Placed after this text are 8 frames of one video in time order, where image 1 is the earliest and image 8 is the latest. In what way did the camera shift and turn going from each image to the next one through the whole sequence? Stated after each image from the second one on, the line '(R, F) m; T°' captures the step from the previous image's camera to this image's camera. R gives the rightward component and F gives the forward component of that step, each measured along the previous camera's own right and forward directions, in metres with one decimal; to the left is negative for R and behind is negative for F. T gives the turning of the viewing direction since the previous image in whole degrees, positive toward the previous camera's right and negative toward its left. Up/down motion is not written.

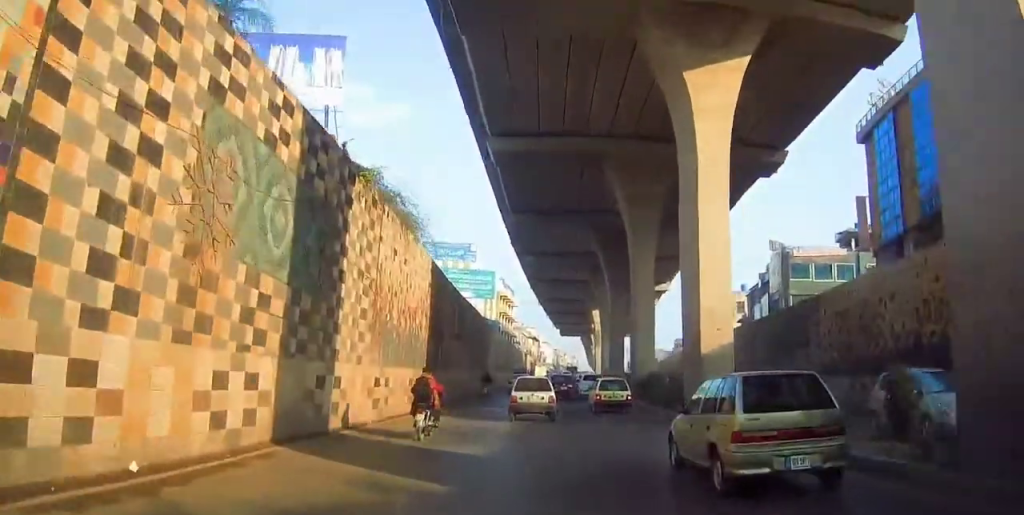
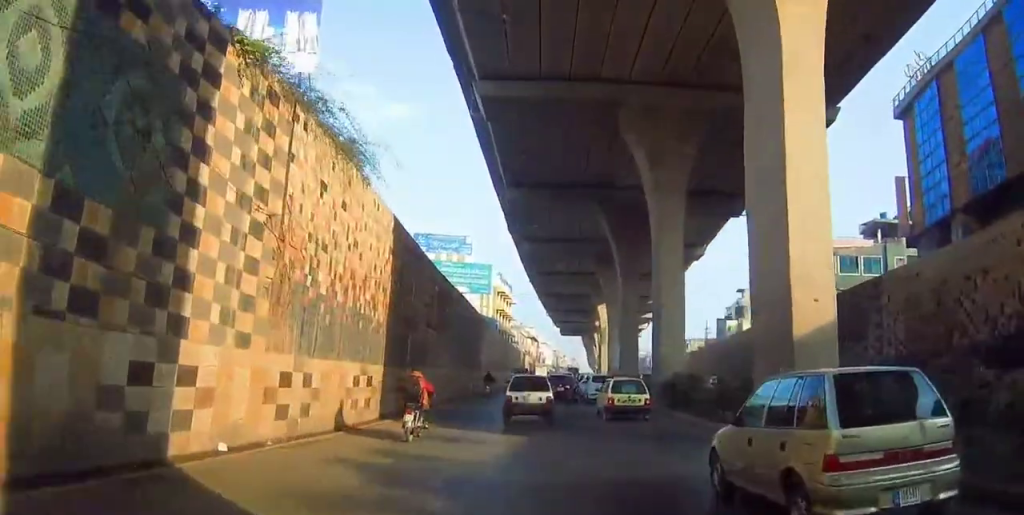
(+0.3, +6.8) m; 0°
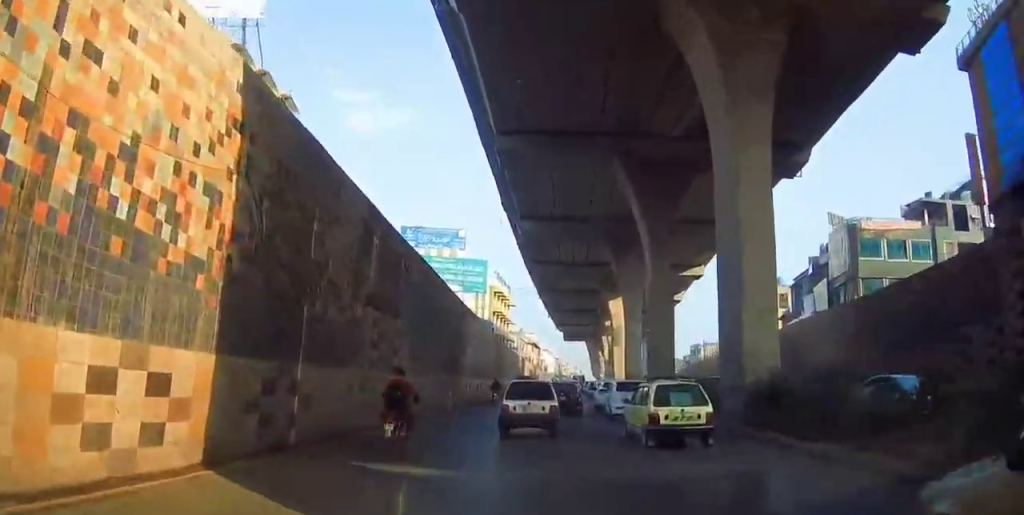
(-0.2, +10.3) m; 0°
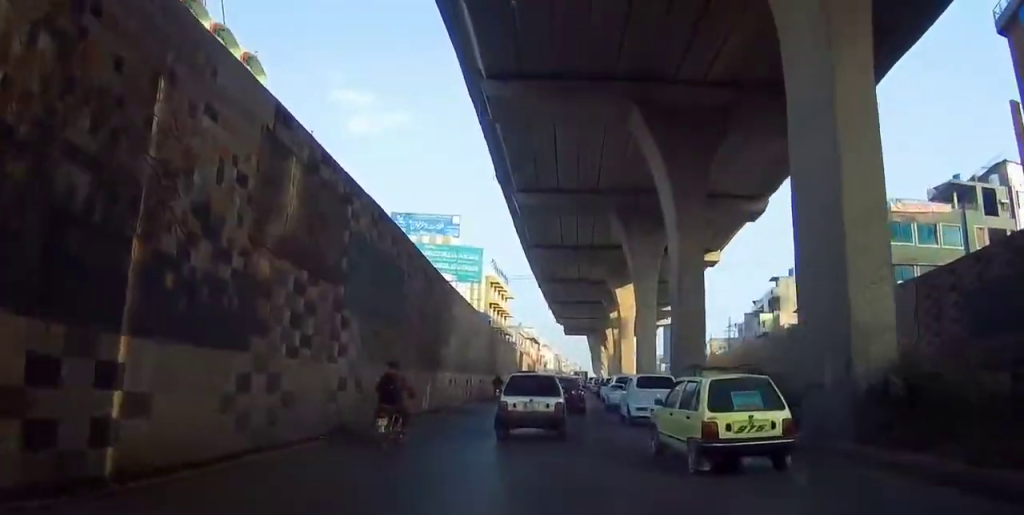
(0.0, +5.5) m; +2°
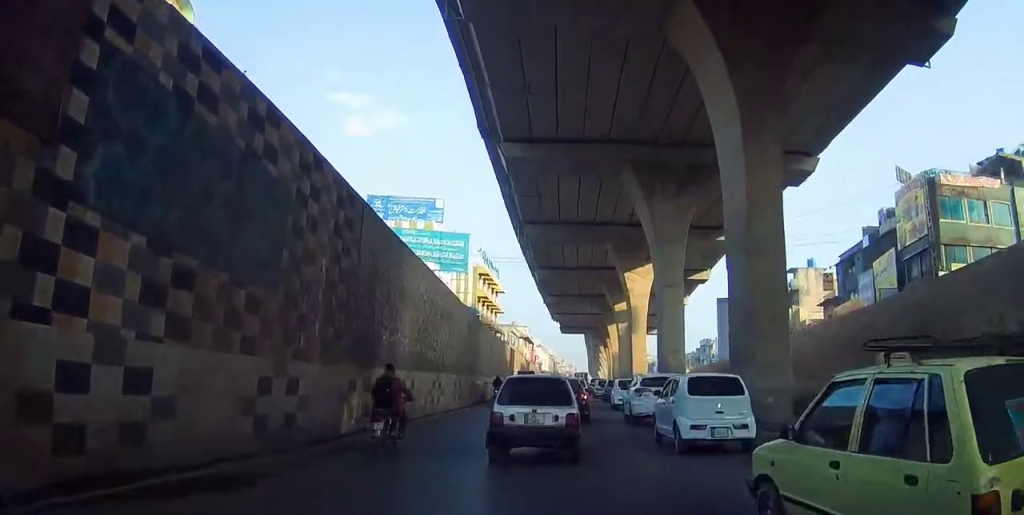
(+0.4, +8.9) m; +4°
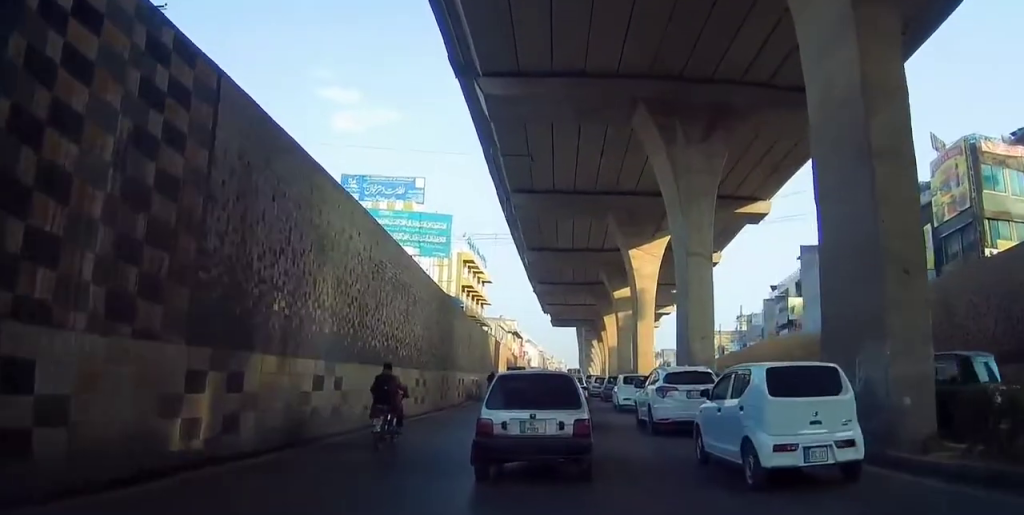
(+0.2, +7.2) m; +1°
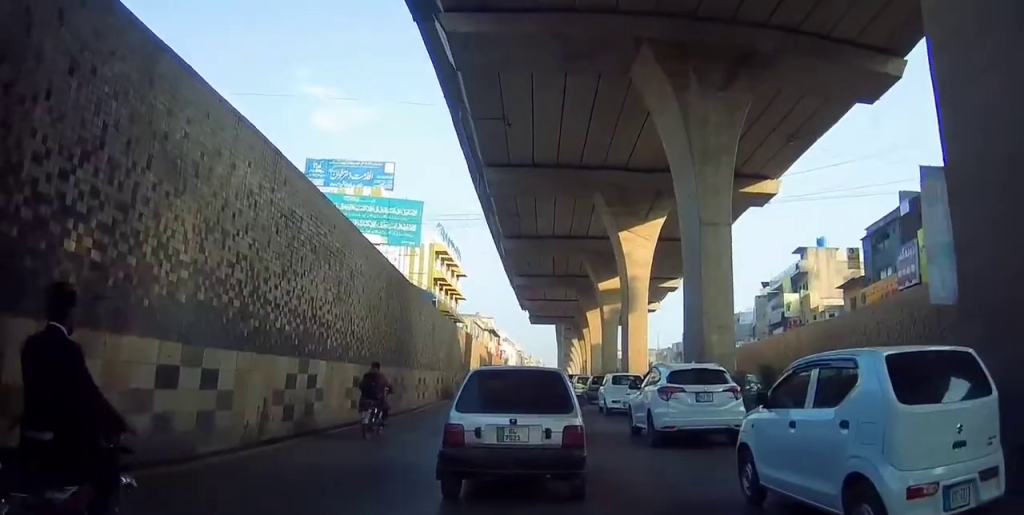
(0.0, +5.5) m; -2°
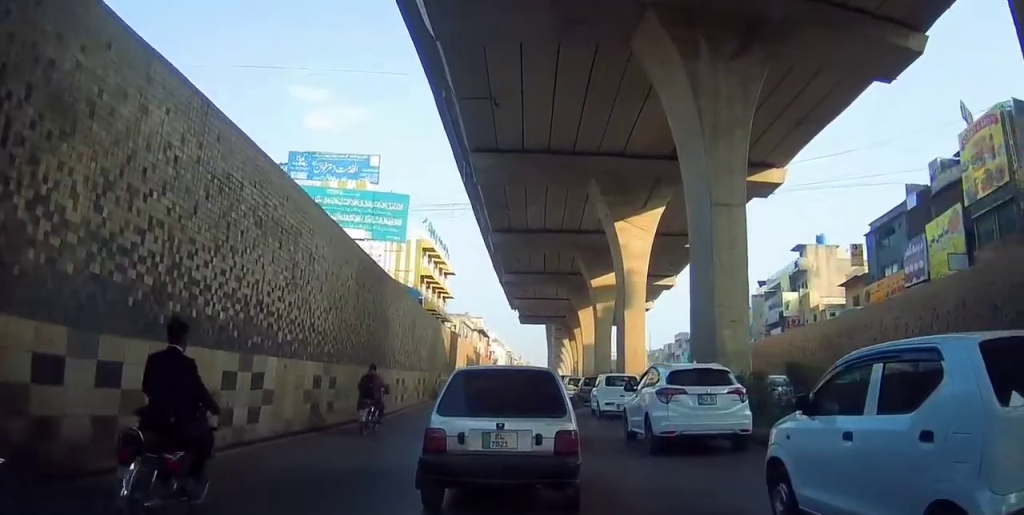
(-0.1, +2.3) m; 0°
